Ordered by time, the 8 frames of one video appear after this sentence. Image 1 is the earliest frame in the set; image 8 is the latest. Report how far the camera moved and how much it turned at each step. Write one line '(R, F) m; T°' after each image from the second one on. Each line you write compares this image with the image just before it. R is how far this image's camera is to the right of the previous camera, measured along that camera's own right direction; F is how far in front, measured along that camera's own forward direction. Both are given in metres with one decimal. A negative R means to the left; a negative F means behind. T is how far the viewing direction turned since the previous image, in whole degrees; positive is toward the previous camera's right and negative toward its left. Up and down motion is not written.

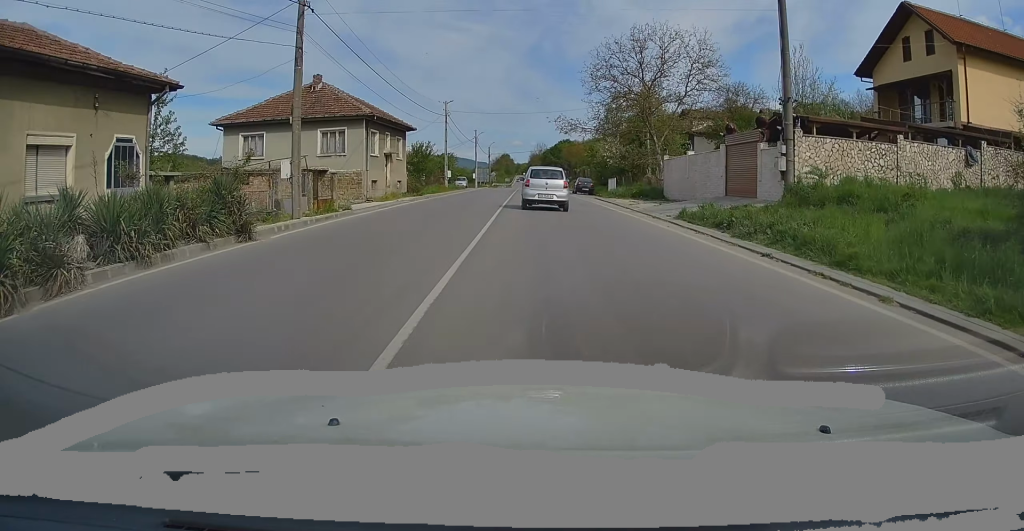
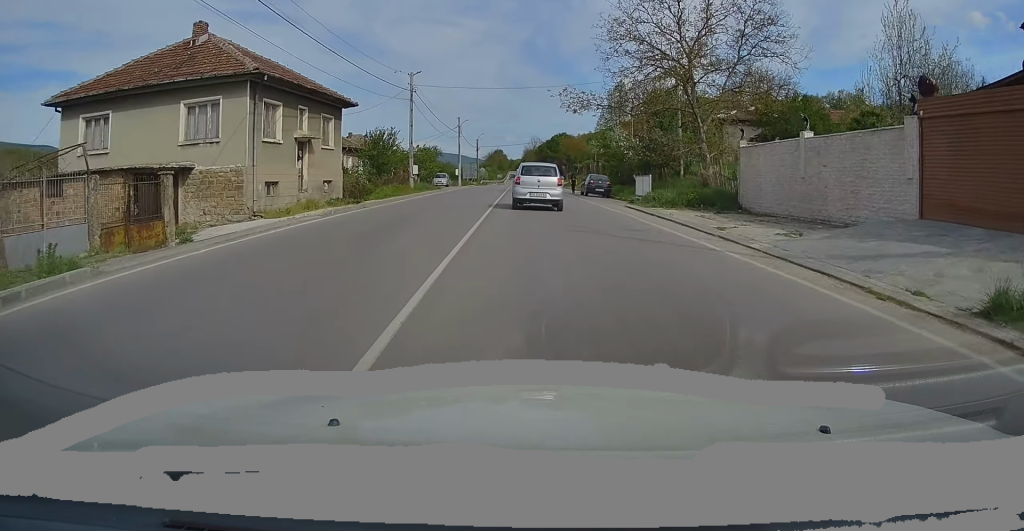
(+0.7, +14.0) m; +3°
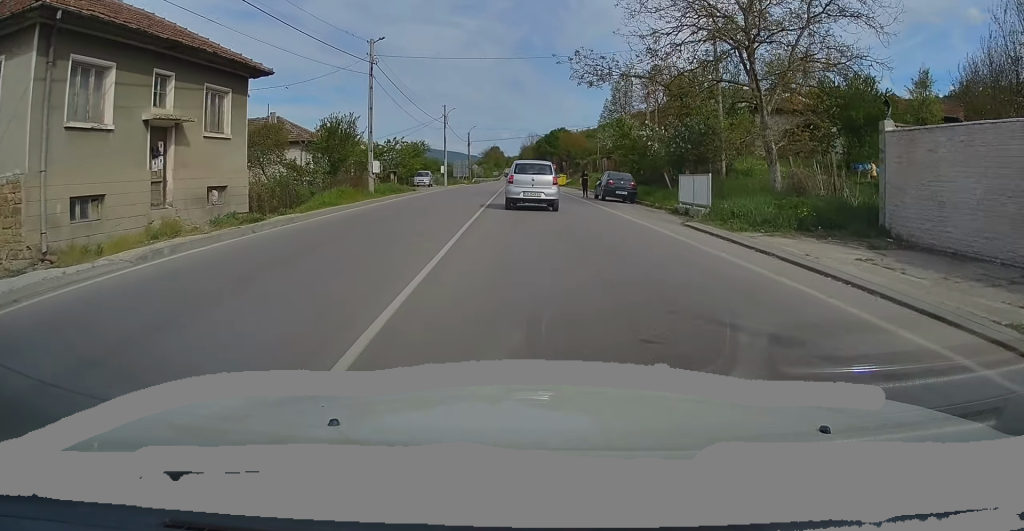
(-0.2, +10.2) m; -1°
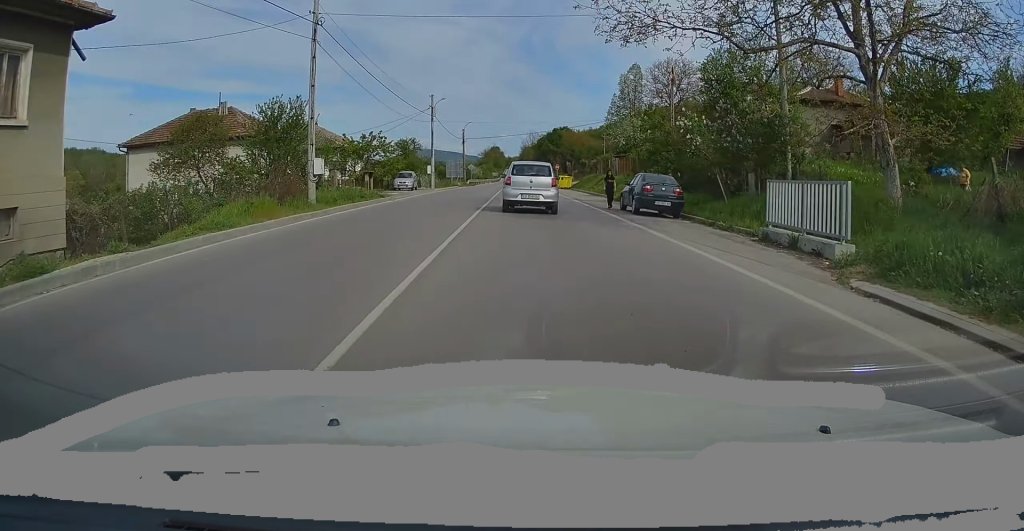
(-0.1, +8.9) m; 0°
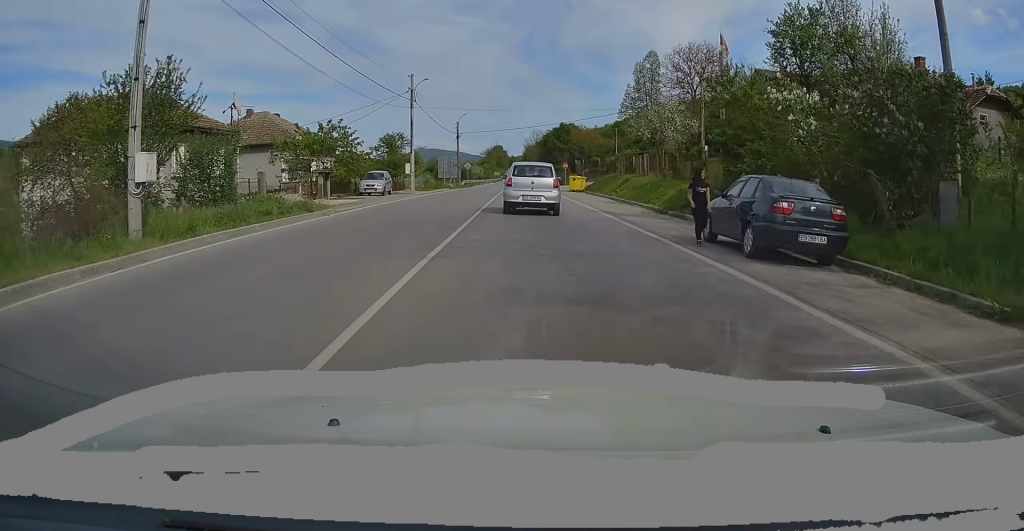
(0.0, +11.0) m; 0°
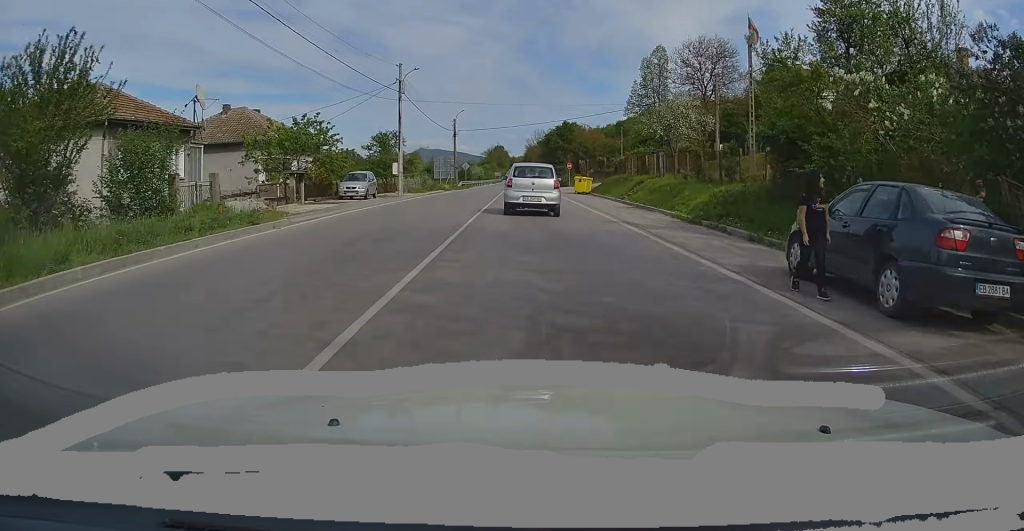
(0.0, +4.4) m; 0°
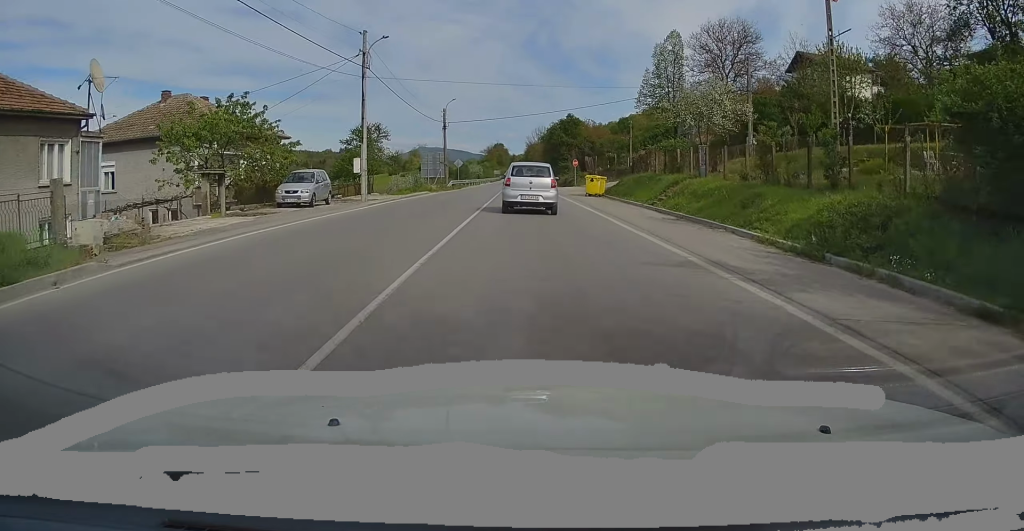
(0.0, +8.5) m; 0°
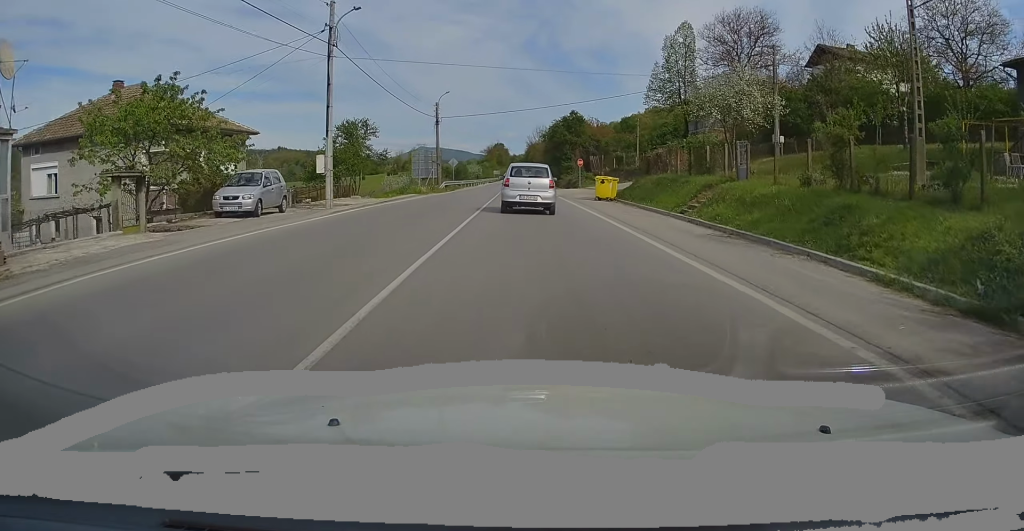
(0.0, +5.3) m; 0°
